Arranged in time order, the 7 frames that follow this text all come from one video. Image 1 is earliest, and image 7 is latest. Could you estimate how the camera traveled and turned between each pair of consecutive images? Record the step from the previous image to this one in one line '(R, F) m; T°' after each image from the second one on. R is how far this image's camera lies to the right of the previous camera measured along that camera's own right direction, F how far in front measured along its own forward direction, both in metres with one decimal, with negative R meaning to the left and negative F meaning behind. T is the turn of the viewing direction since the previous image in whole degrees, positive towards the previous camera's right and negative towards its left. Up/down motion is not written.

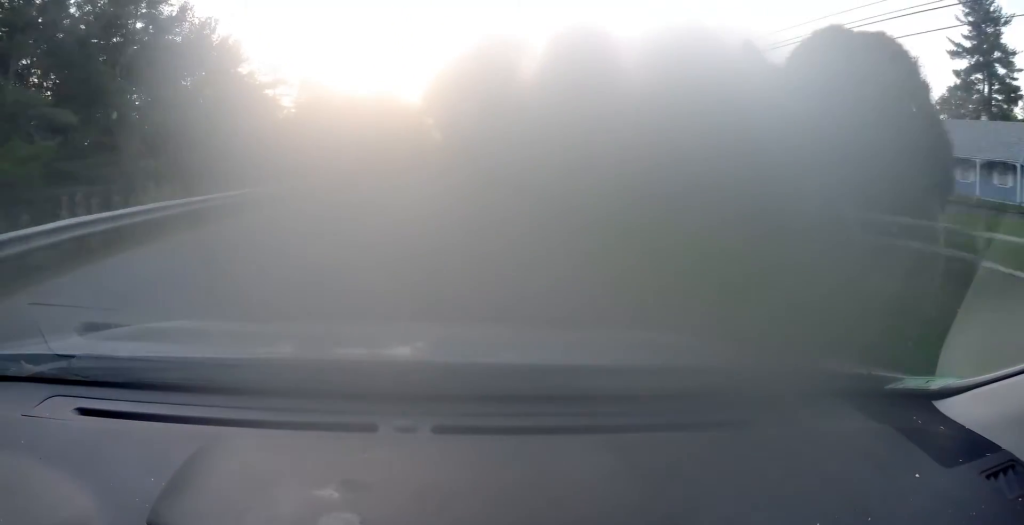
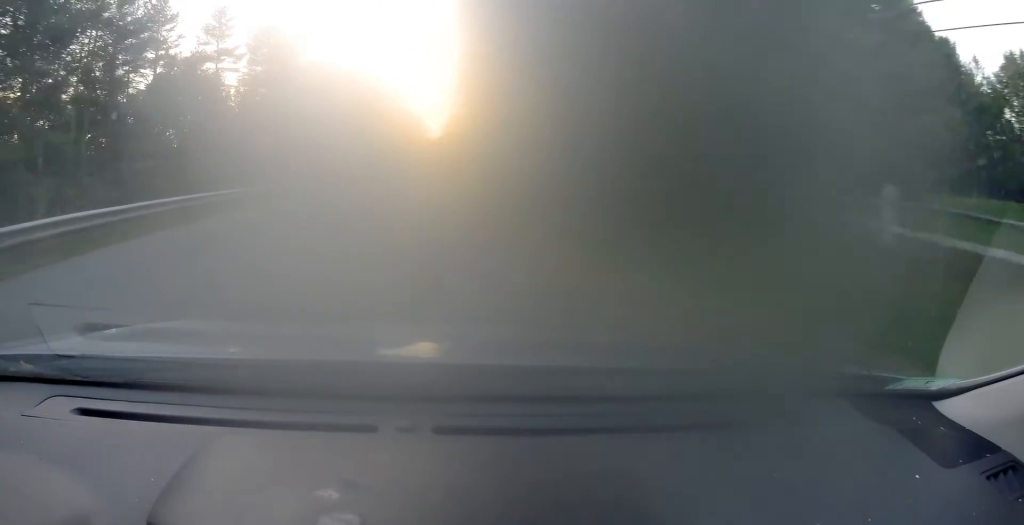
(-0.1, +29.0) m; 0°
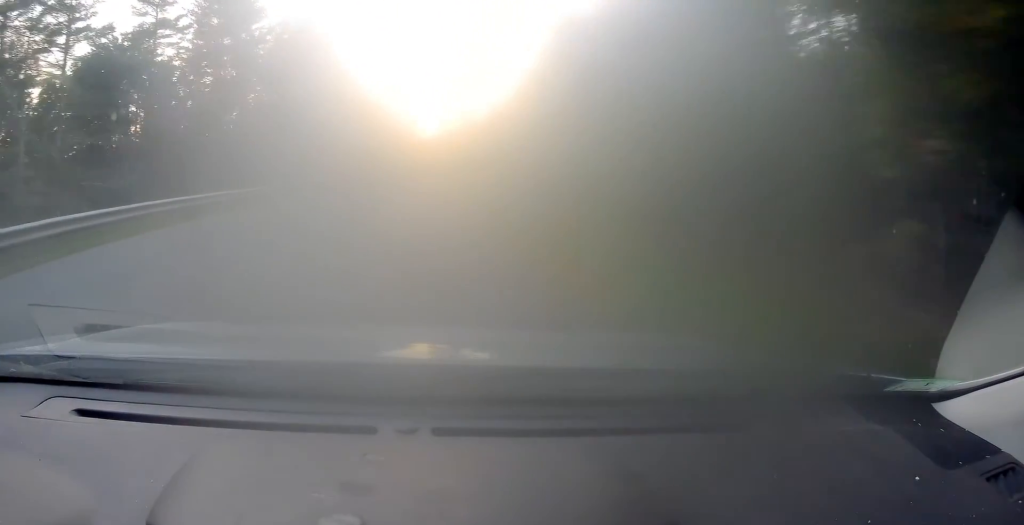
(+0.3, +19.1) m; +1°
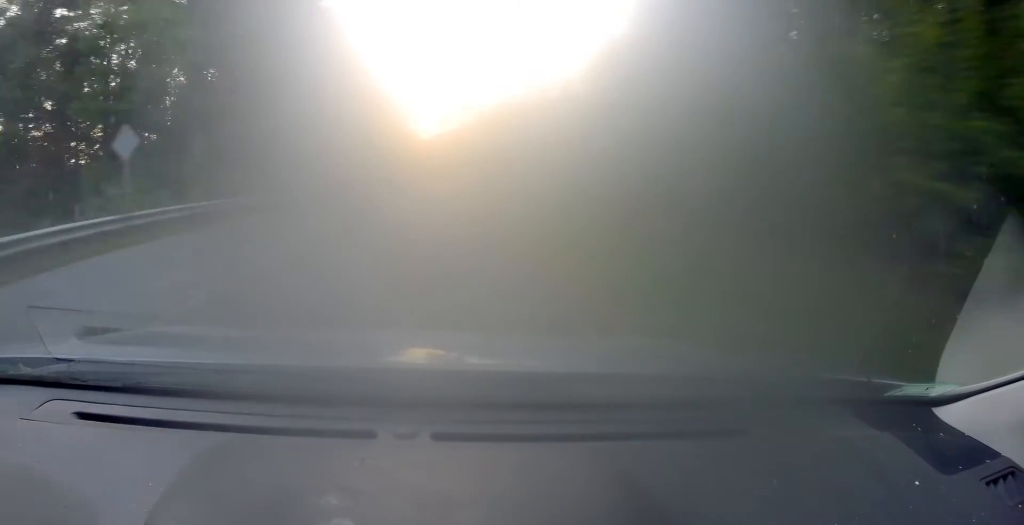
(+0.2, +24.5) m; +1°
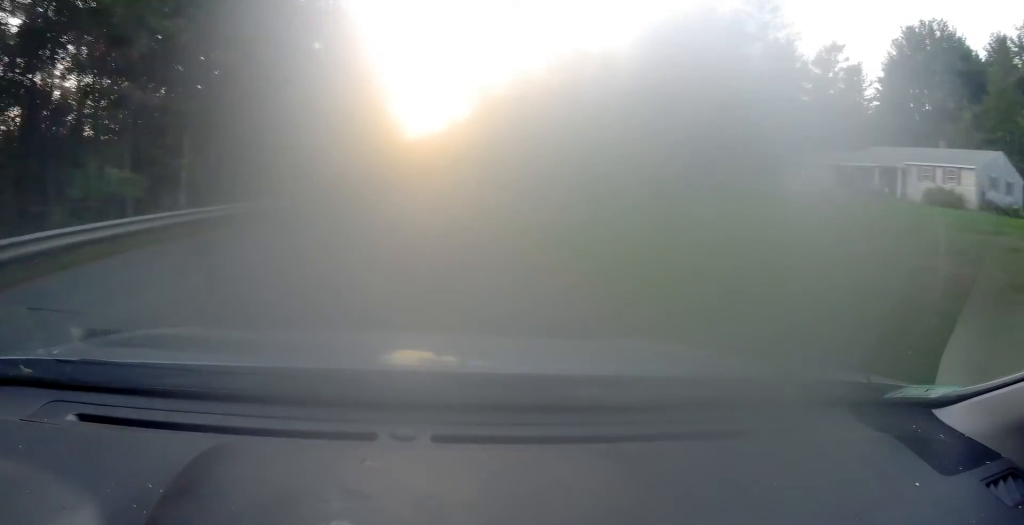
(+0.4, +29.8) m; +1°
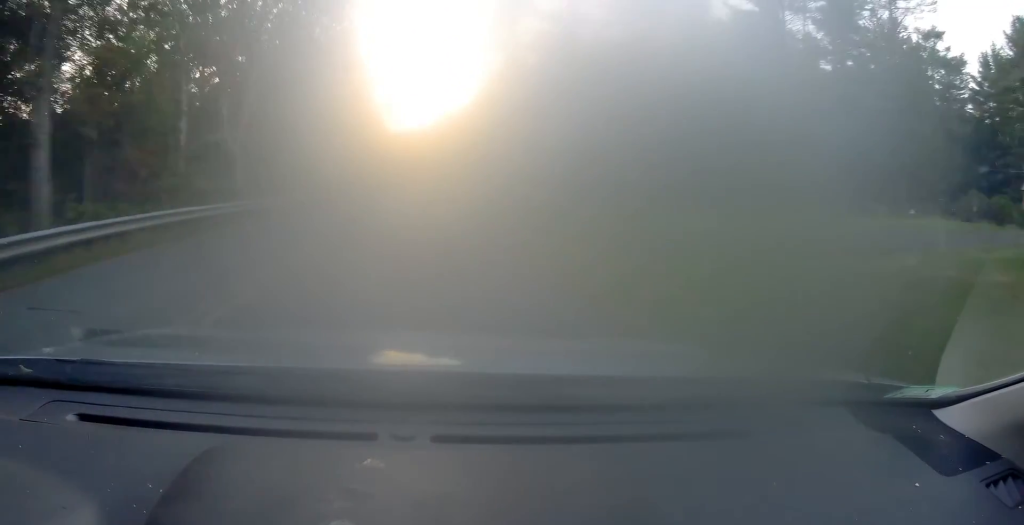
(0.0, +28.1) m; 0°
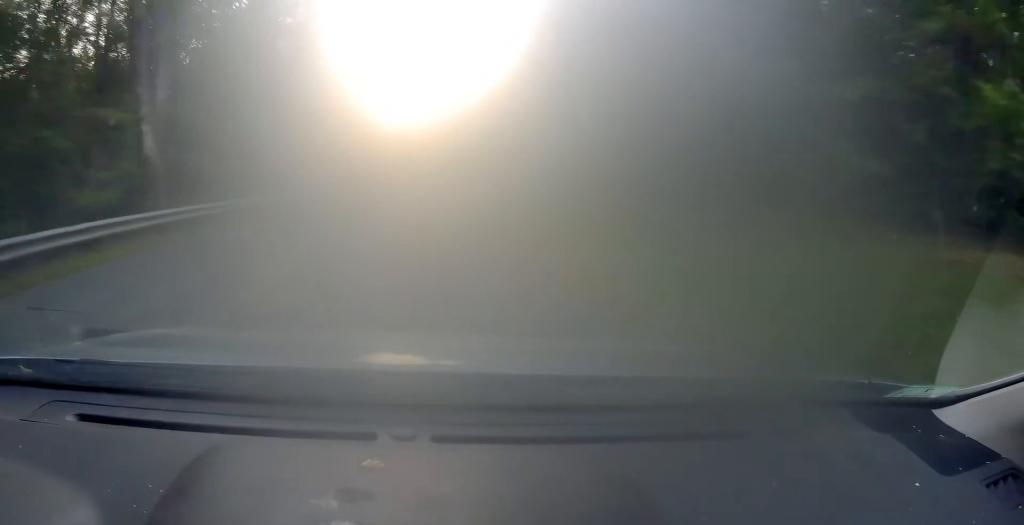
(0.0, +34.9) m; +1°
